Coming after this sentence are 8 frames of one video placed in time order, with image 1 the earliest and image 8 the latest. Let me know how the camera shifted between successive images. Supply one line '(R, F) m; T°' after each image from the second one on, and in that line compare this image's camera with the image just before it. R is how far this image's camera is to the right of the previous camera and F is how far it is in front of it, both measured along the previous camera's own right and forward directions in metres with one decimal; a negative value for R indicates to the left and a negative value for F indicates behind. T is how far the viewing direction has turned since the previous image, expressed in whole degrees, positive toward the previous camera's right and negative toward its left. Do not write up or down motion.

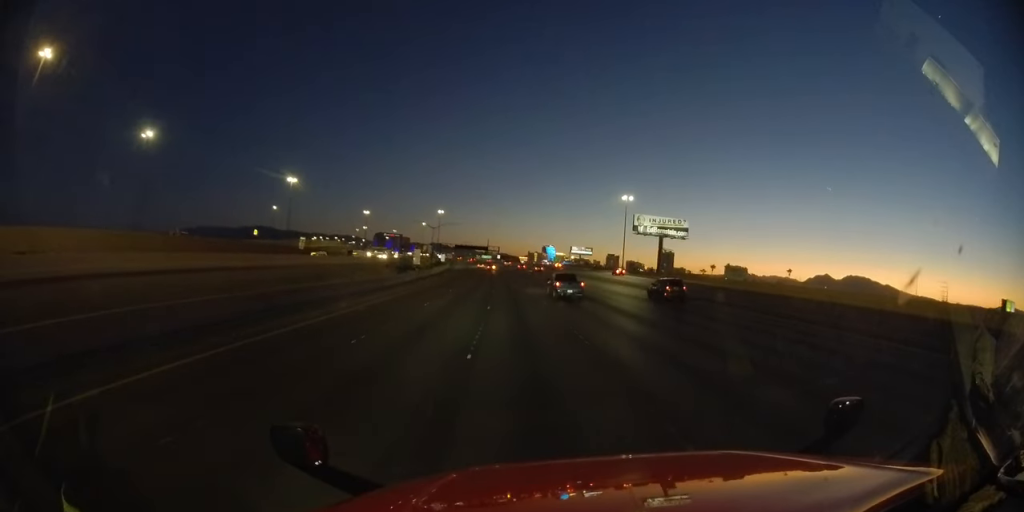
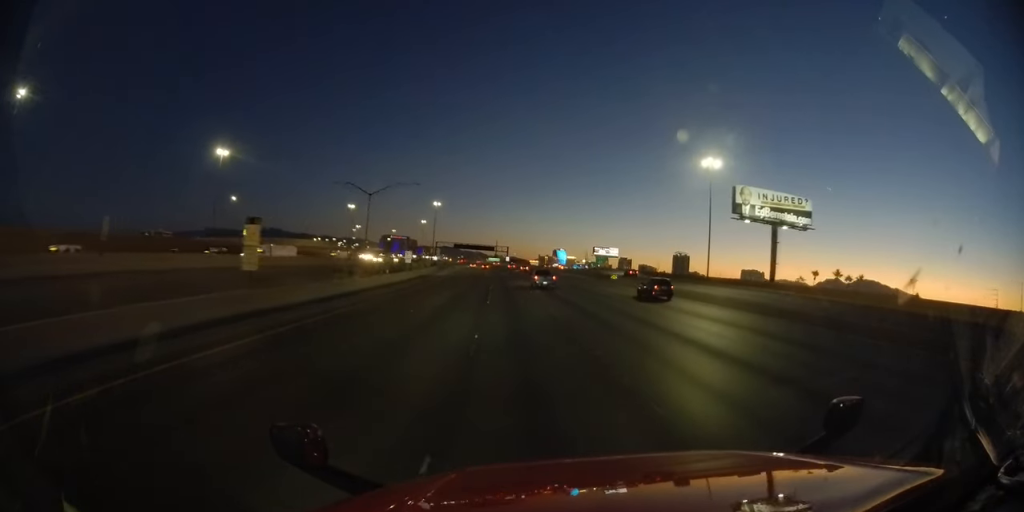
(-0.3, +46.1) m; -1°
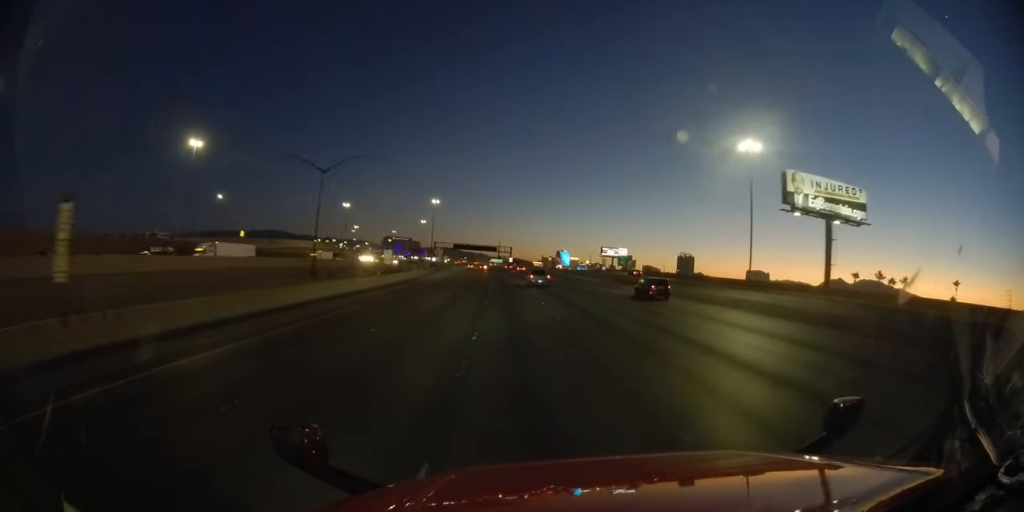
(-0.2, +12.6) m; -1°
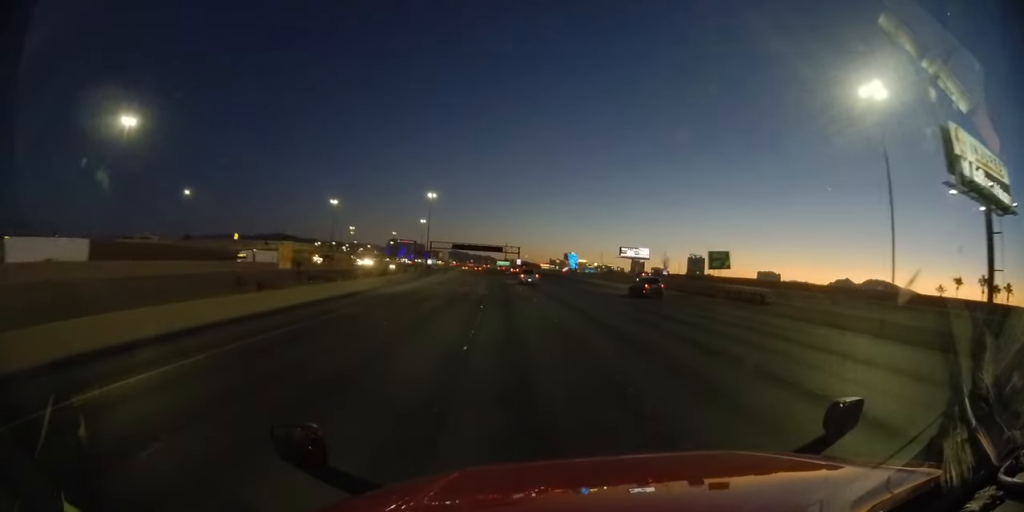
(-0.4, +26.1) m; -2°
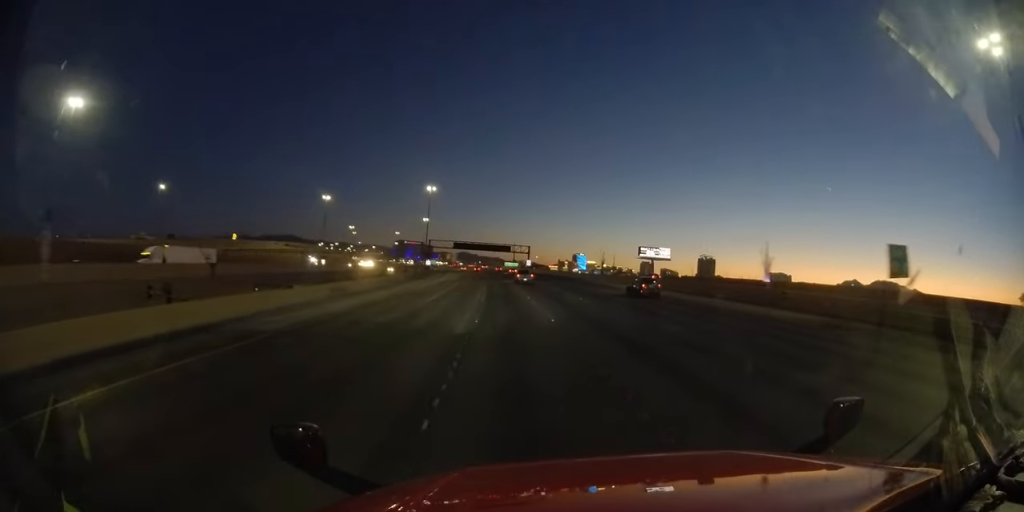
(0.0, +18.3) m; -1°
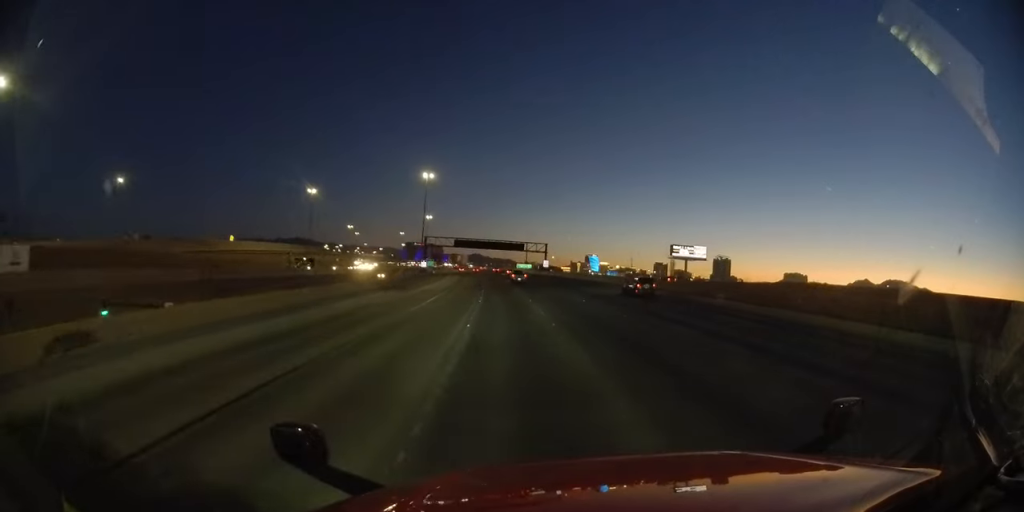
(-0.5, +25.7) m; -2°
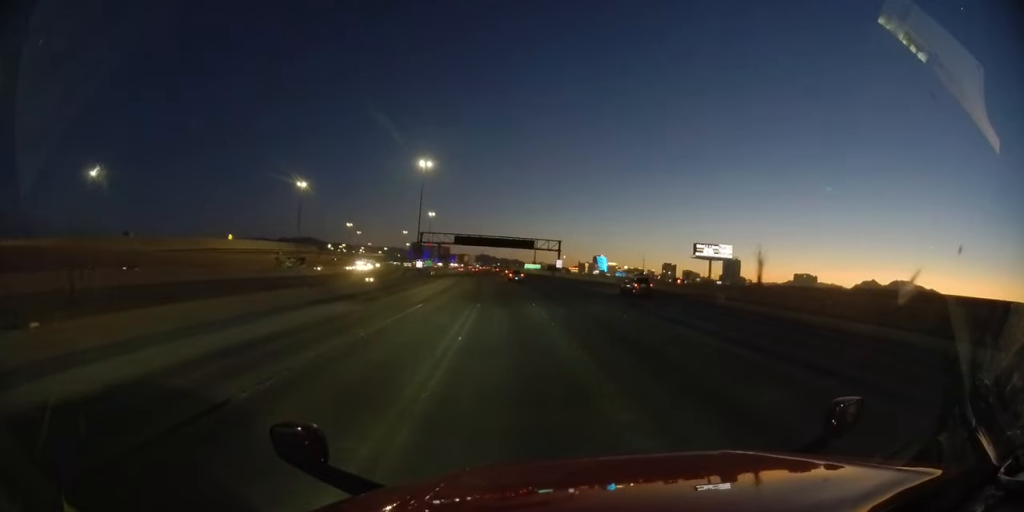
(-0.2, +15.2) m; -1°
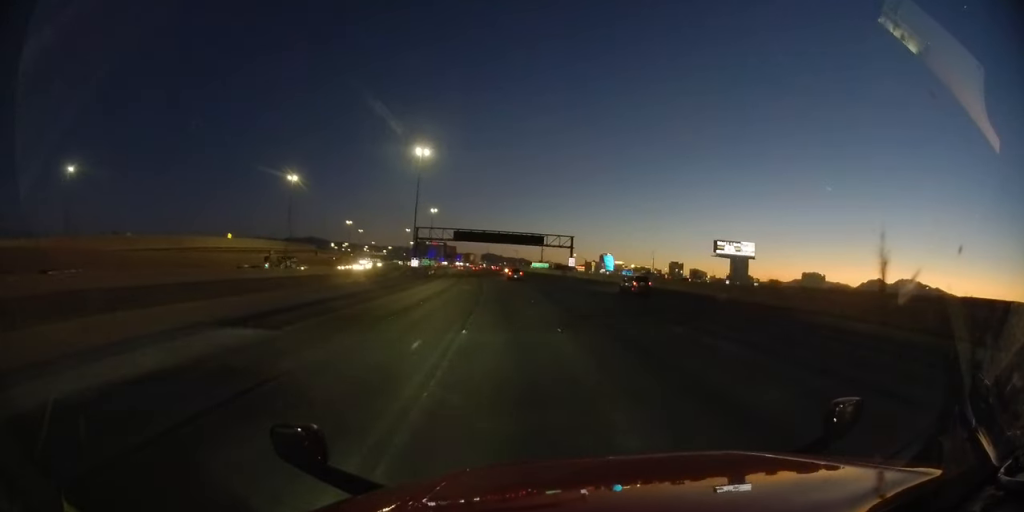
(-0.2, +11.4) m; 0°
